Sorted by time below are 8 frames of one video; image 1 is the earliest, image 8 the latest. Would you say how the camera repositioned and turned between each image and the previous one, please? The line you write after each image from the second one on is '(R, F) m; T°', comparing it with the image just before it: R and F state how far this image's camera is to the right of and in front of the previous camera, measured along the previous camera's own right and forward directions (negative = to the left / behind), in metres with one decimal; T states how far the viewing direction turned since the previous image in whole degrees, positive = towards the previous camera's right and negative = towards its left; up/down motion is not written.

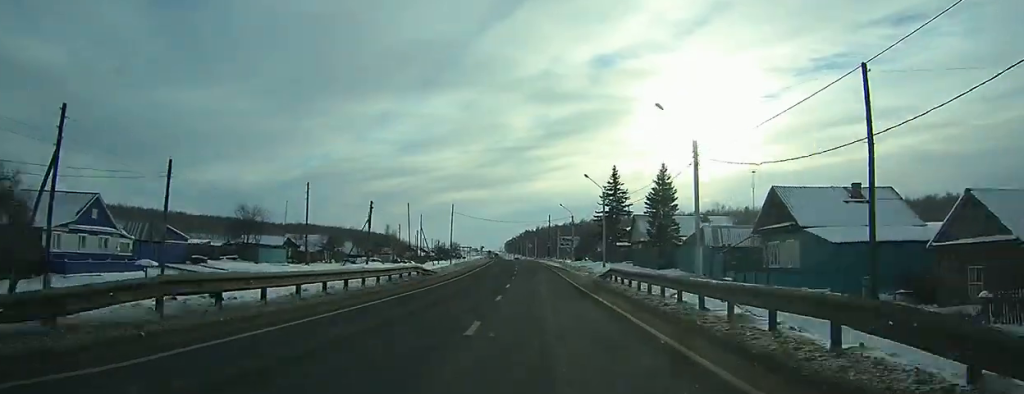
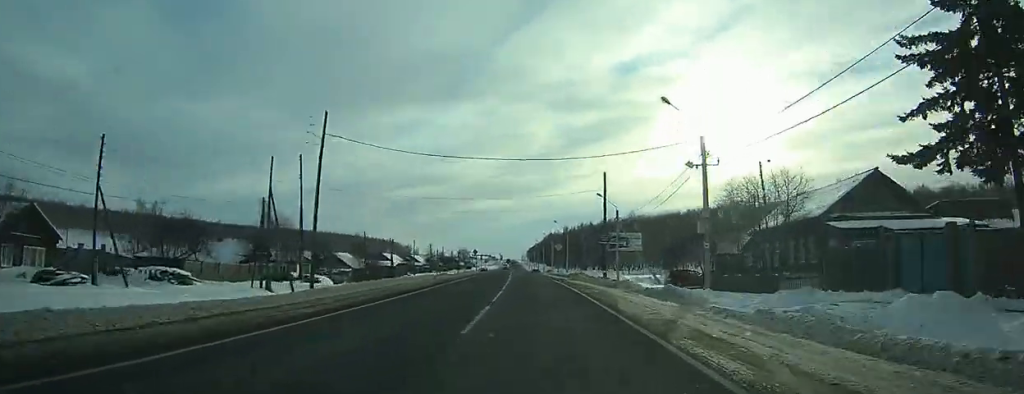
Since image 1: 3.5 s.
(-1.4, +71.7) m; -2°
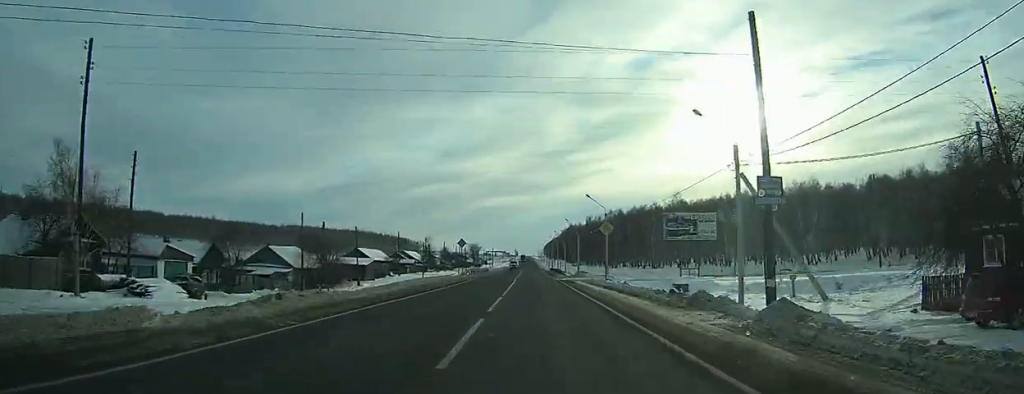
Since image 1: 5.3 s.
(-0.4, +35.1) m; -1°
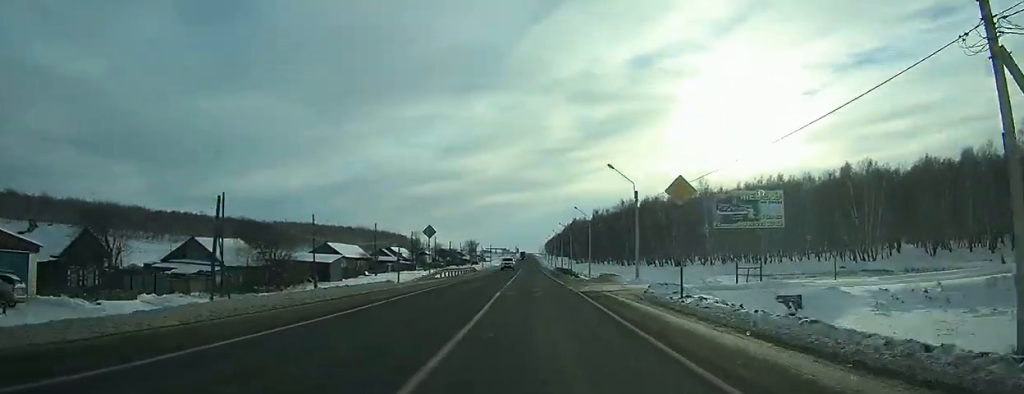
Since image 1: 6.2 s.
(-0.1, +18.4) m; 0°
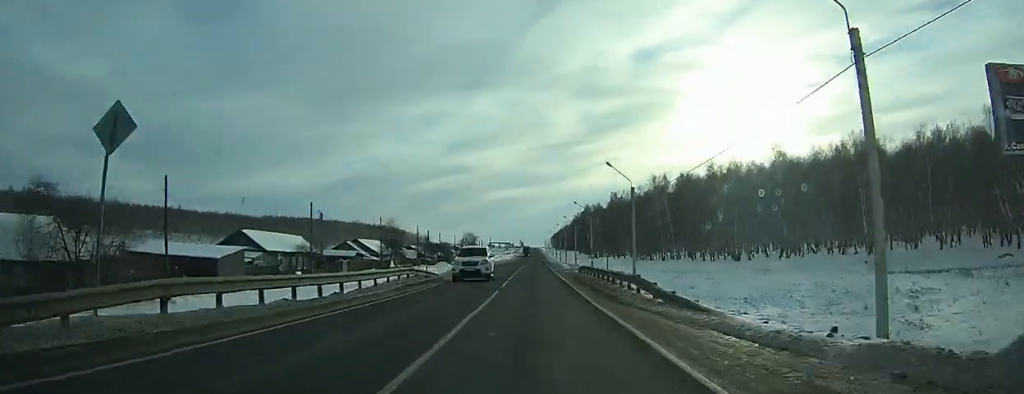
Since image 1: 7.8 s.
(-0.3, +32.6) m; -1°
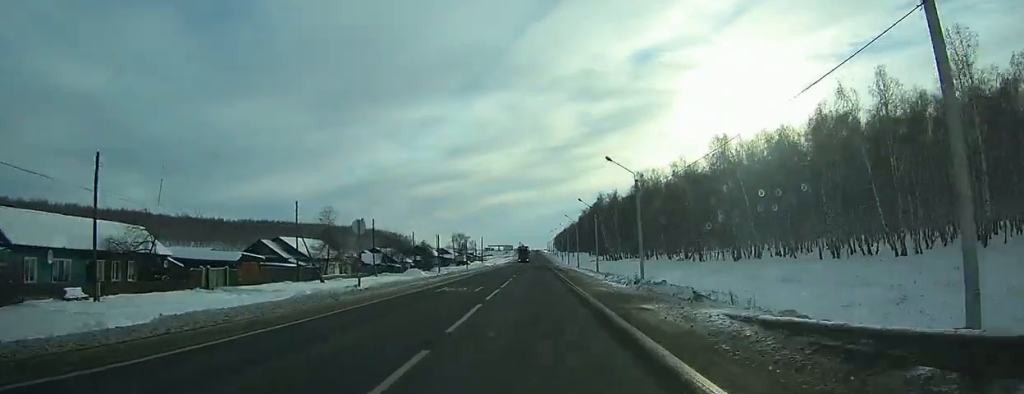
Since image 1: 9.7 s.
(-0.2, +40.0) m; 0°
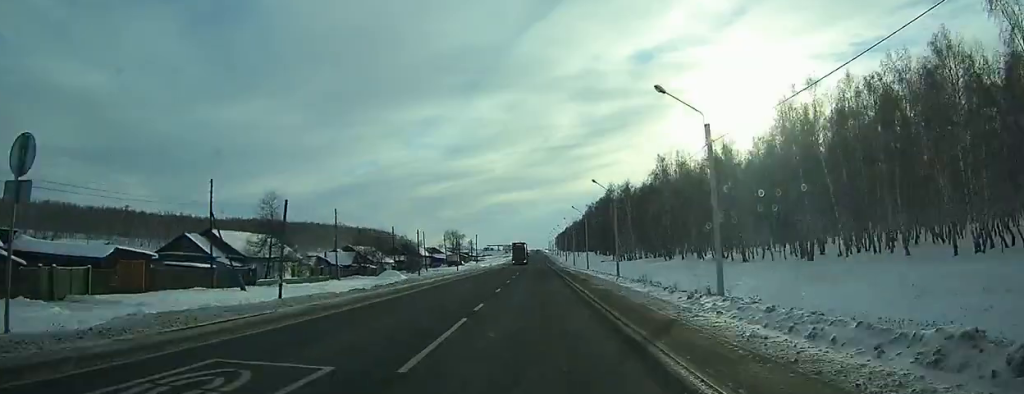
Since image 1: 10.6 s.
(0.0, +20.6) m; 0°
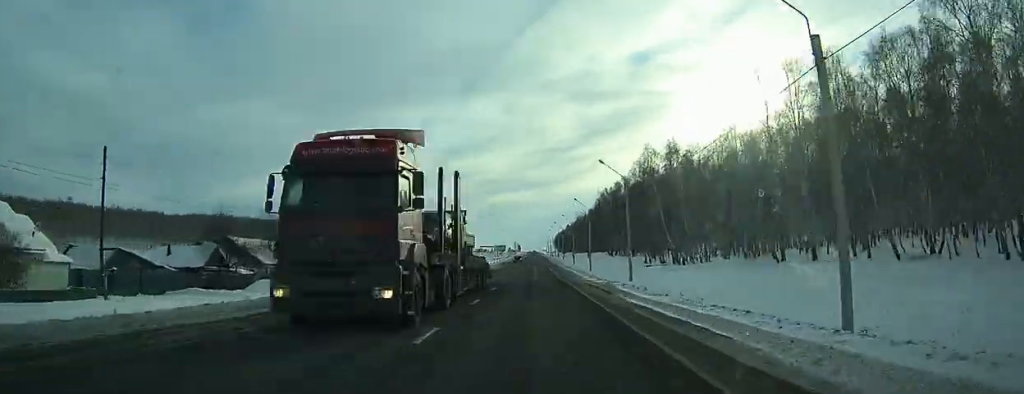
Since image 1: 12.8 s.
(+0.1, +49.3) m; 0°
